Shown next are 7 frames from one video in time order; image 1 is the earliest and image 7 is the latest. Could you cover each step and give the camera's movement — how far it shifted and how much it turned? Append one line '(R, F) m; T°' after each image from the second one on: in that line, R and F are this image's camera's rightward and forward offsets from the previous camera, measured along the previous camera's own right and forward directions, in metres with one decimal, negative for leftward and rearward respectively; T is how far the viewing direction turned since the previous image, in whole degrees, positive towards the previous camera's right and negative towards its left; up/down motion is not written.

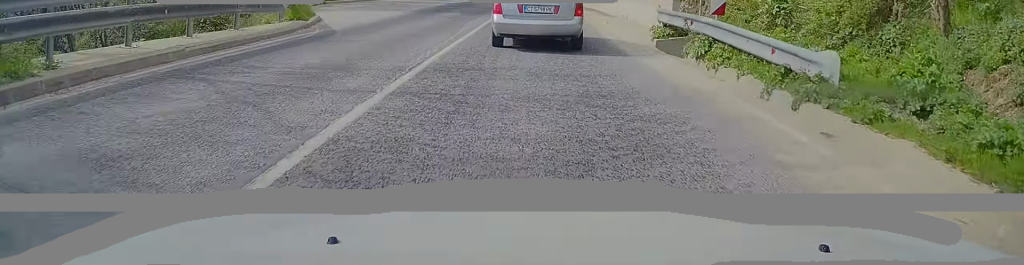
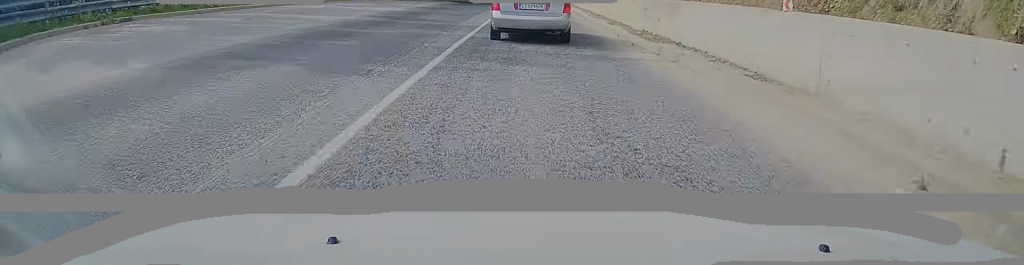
(-0.1, +19.4) m; 0°
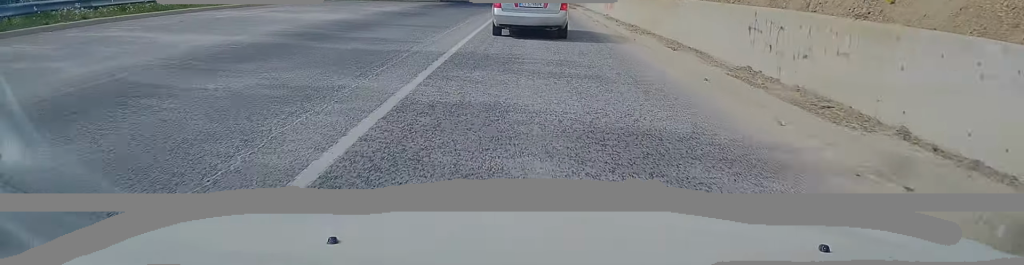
(+0.1, +8.8) m; 0°
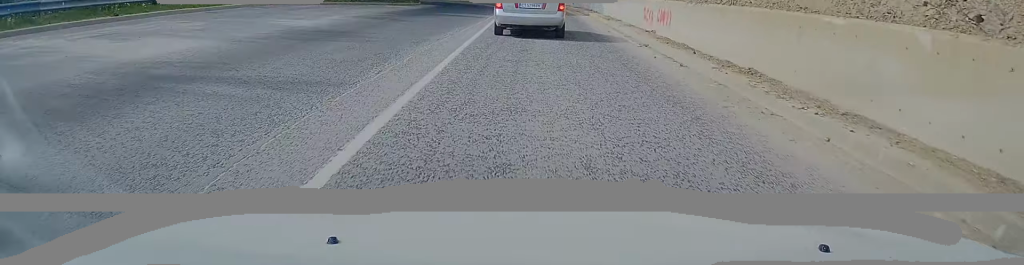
(0.0, +10.4) m; -1°
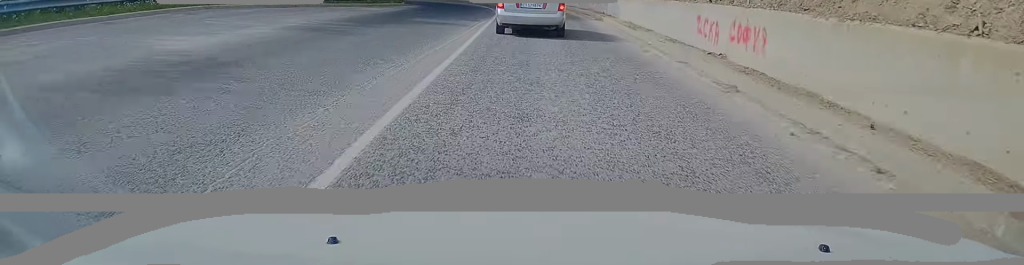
(-0.1, +6.4) m; 0°
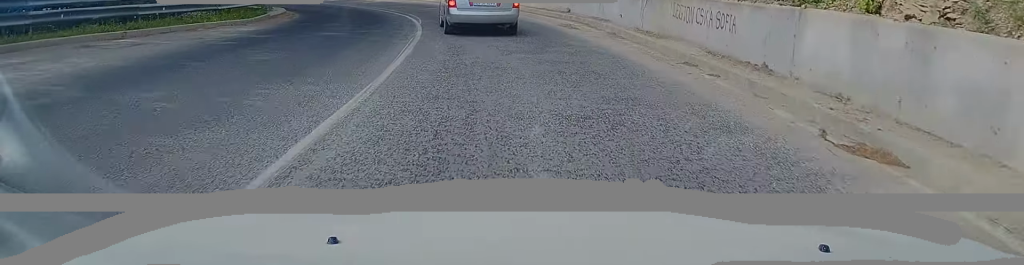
(+0.6, +23.3) m; +1°
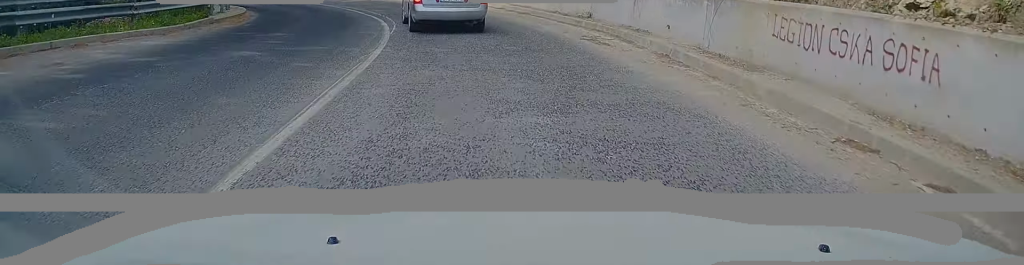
(-0.1, +5.4) m; -2°
